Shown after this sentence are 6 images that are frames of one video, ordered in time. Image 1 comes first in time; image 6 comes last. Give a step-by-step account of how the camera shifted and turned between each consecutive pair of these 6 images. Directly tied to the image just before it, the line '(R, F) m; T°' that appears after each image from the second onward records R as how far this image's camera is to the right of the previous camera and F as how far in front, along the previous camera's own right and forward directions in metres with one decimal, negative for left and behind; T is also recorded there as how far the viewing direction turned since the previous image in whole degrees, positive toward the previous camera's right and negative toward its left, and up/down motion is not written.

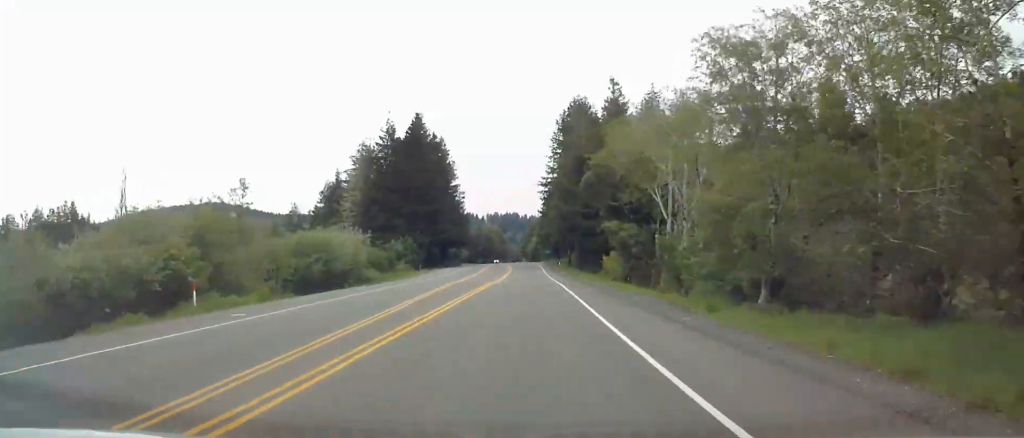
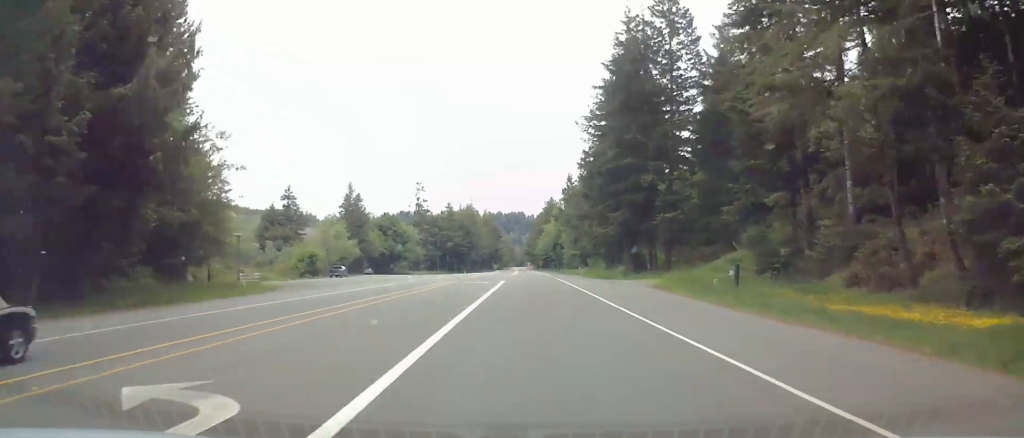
(-0.5, +163.9) m; 0°
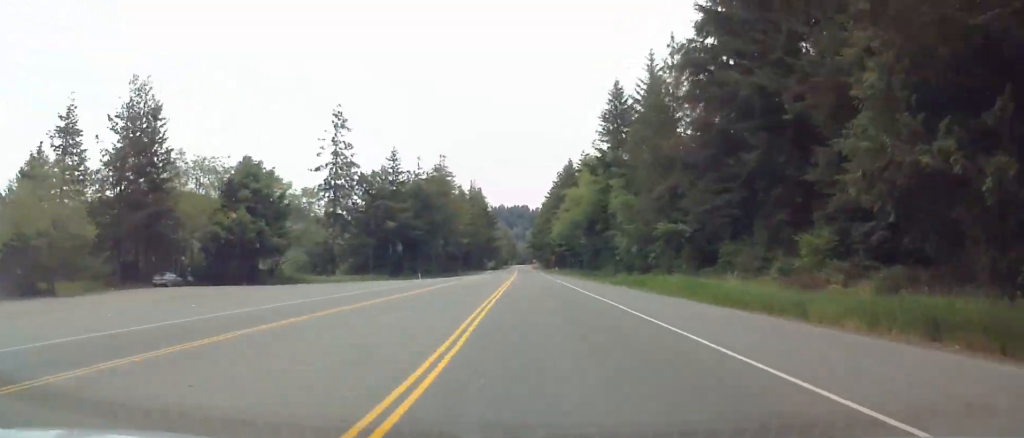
(+0.2, +89.8) m; 0°
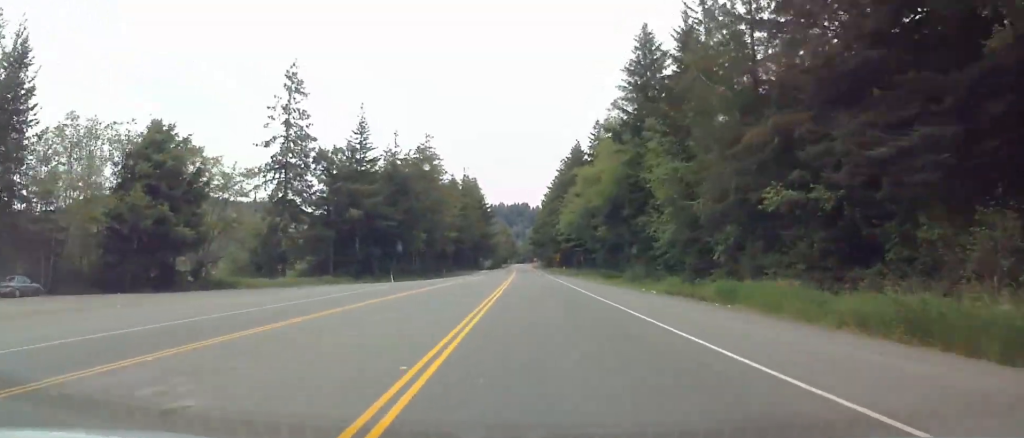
(0.0, +22.6) m; 0°
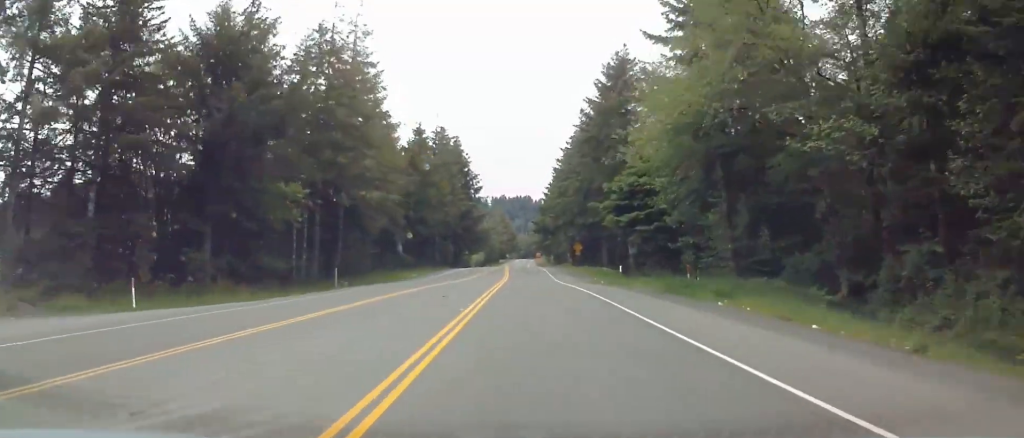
(+0.1, +57.6) m; 0°
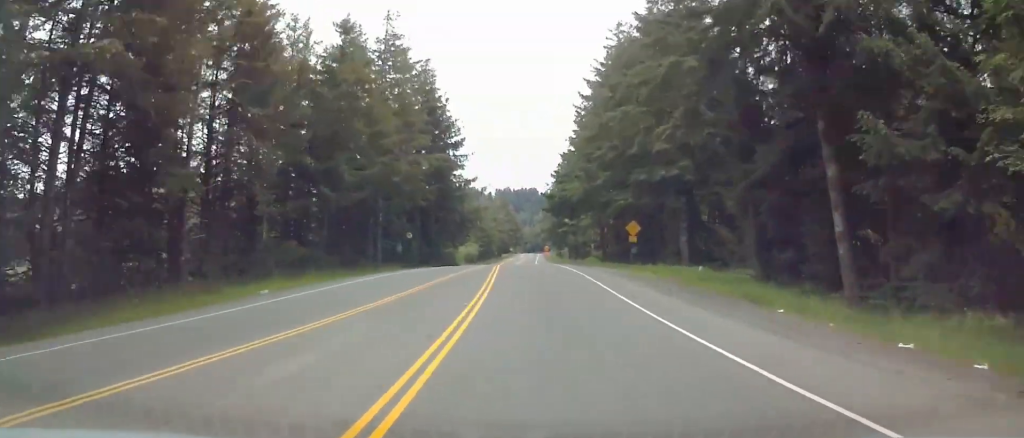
(-0.3, +47.2) m; 0°
